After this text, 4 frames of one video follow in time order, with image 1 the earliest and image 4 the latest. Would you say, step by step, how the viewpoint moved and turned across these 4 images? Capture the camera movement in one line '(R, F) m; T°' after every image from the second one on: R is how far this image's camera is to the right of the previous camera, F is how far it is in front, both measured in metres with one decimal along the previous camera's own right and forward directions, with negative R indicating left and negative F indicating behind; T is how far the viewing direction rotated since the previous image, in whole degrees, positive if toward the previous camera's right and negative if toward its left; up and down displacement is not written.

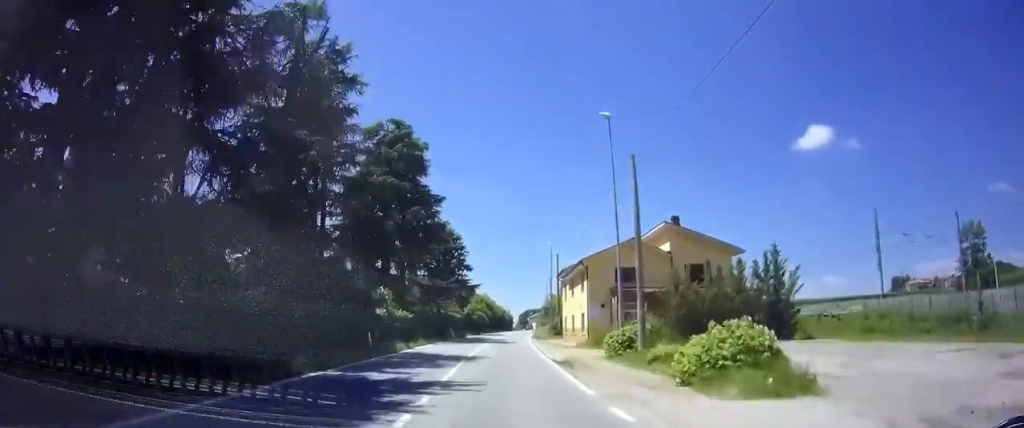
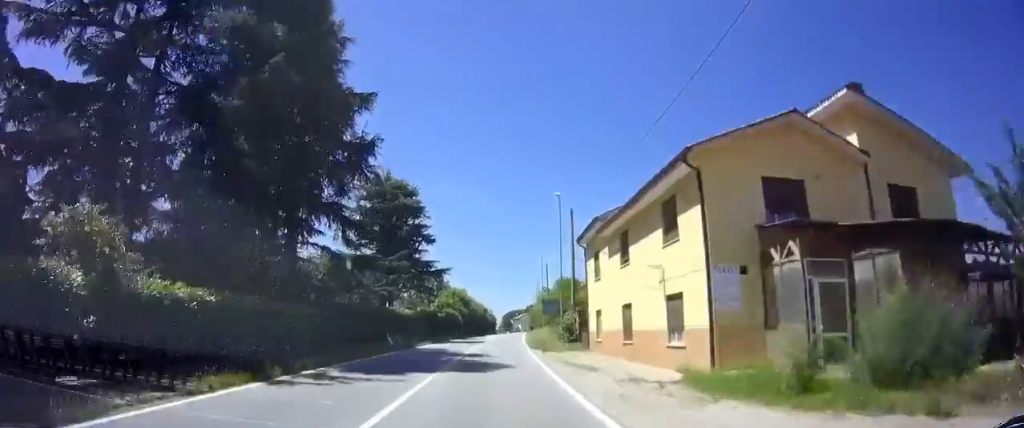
(+0.5, +22.7) m; +1°
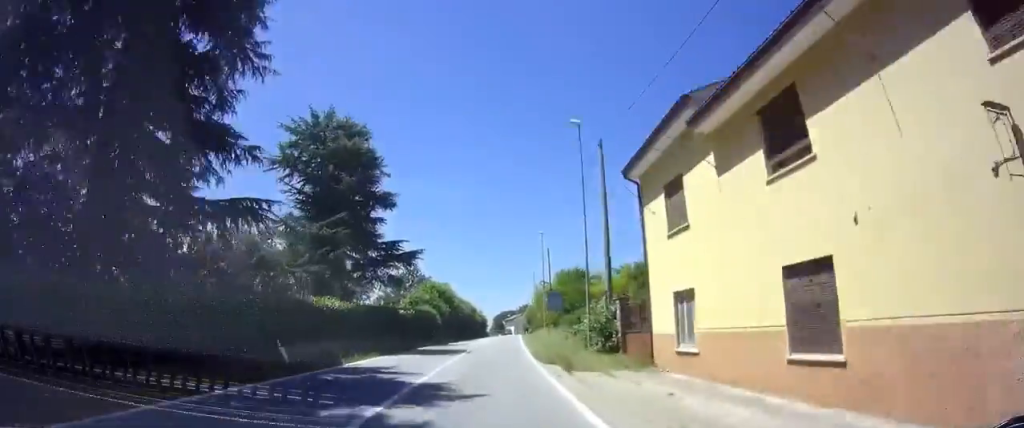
(-0.1, +12.8) m; 0°
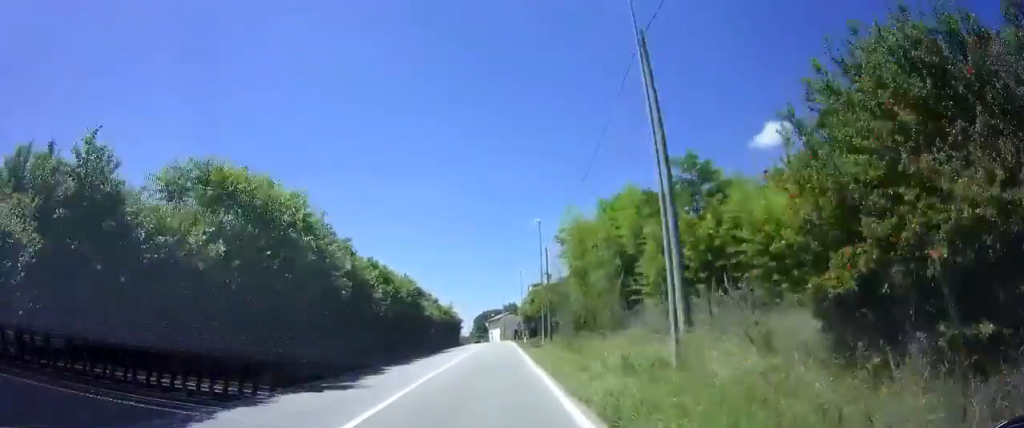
(+0.7, +38.7) m; +2°
